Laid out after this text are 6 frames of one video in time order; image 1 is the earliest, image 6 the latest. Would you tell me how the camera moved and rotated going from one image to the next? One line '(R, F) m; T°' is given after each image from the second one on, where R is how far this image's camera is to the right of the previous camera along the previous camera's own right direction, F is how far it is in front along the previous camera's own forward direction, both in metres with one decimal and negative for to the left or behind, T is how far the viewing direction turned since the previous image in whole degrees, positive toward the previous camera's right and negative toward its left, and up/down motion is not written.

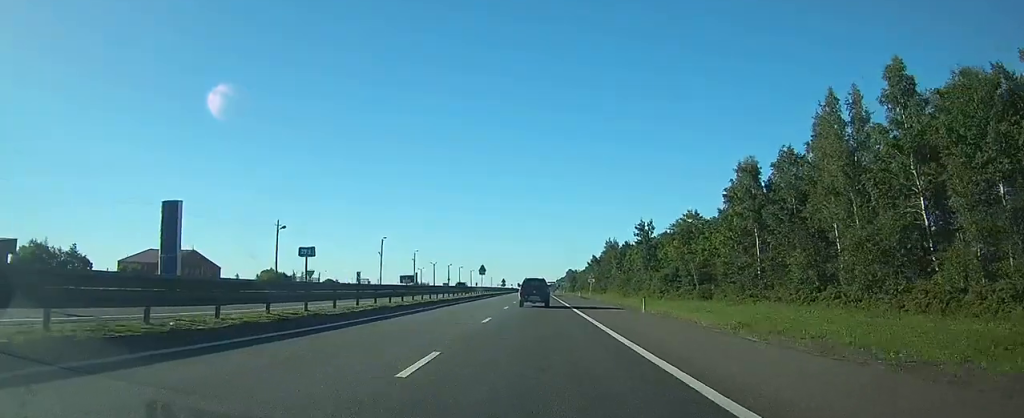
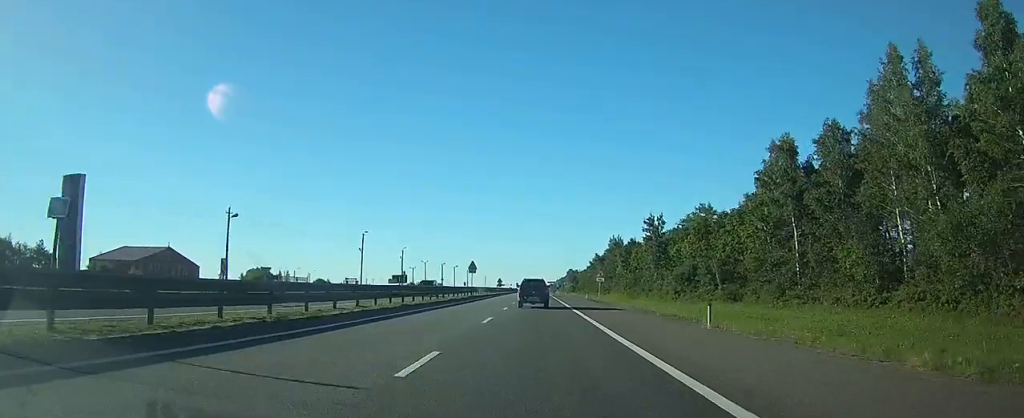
(0.0, +11.8) m; 0°
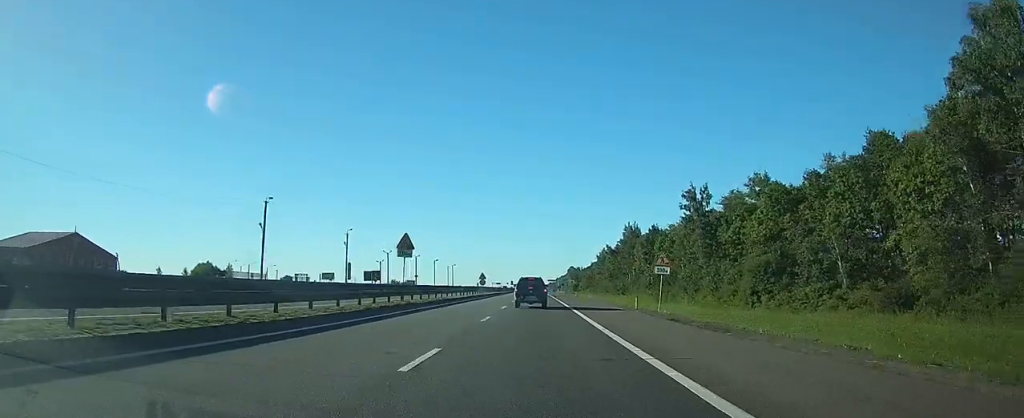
(0.0, +35.4) m; 0°
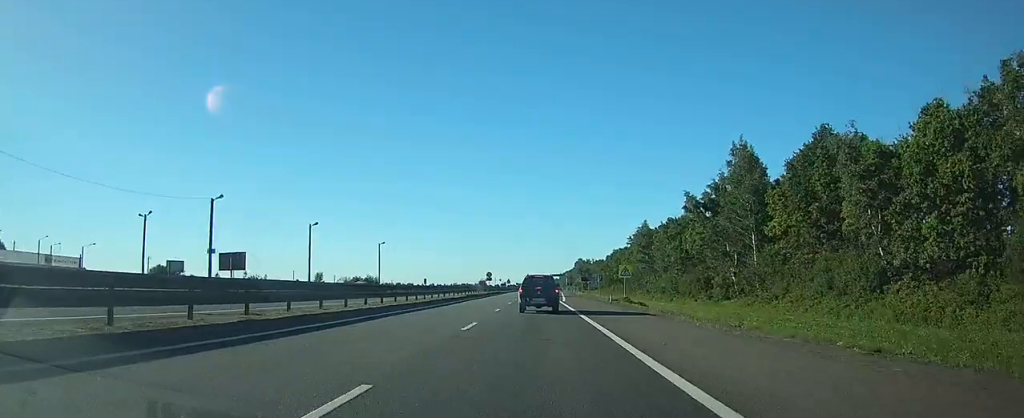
(+0.5, +89.0) m; 0°
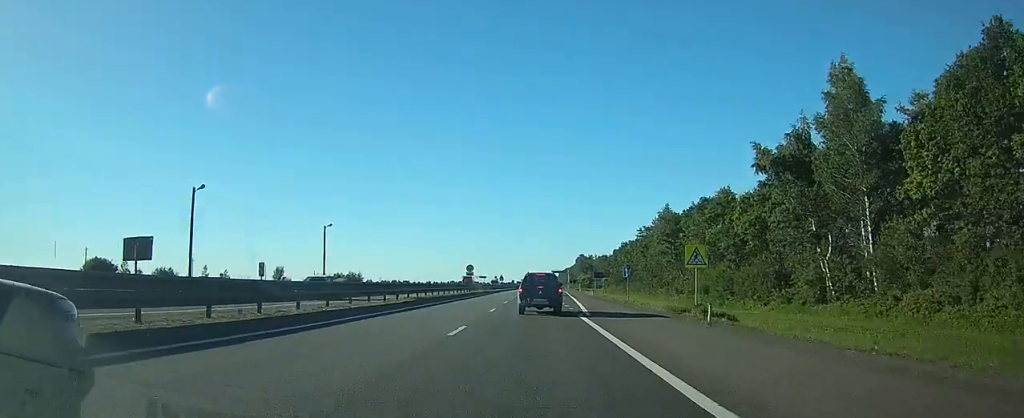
(-0.1, +26.5) m; 0°
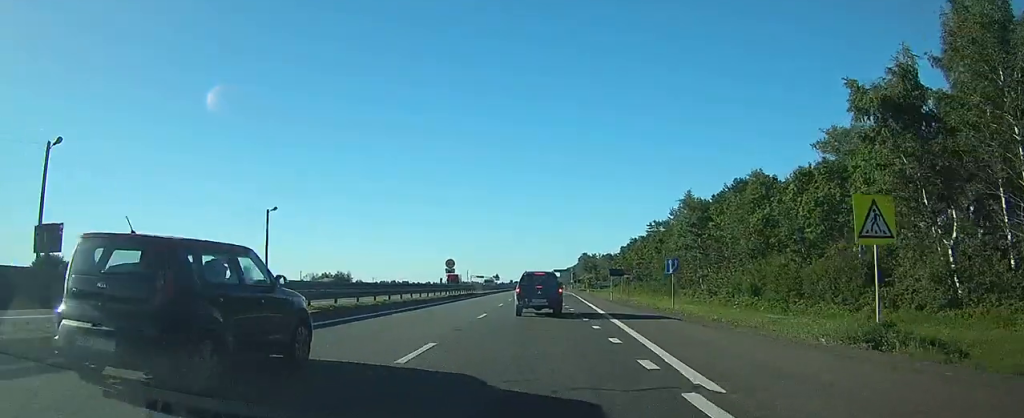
(0.0, +17.3) m; 0°
